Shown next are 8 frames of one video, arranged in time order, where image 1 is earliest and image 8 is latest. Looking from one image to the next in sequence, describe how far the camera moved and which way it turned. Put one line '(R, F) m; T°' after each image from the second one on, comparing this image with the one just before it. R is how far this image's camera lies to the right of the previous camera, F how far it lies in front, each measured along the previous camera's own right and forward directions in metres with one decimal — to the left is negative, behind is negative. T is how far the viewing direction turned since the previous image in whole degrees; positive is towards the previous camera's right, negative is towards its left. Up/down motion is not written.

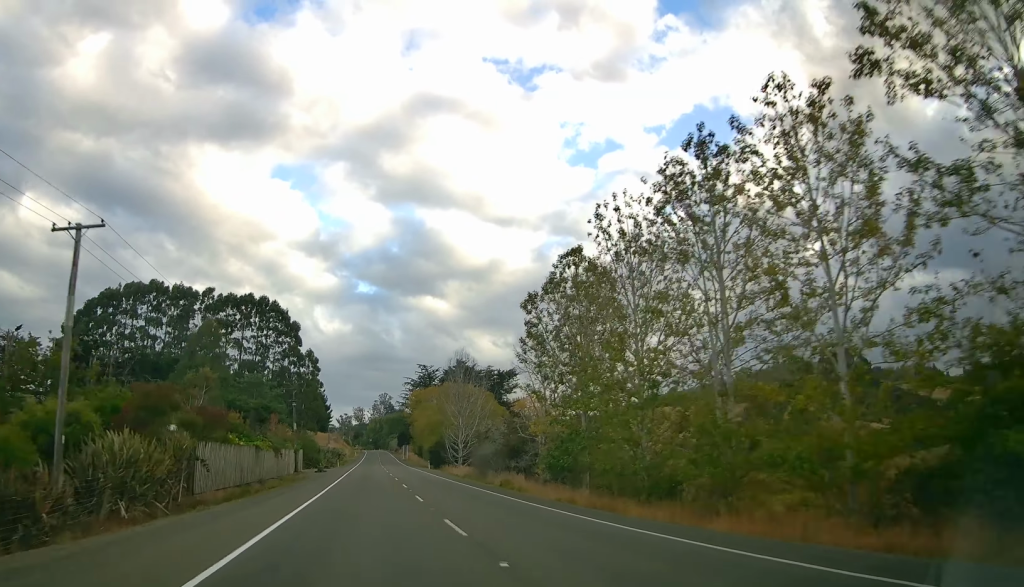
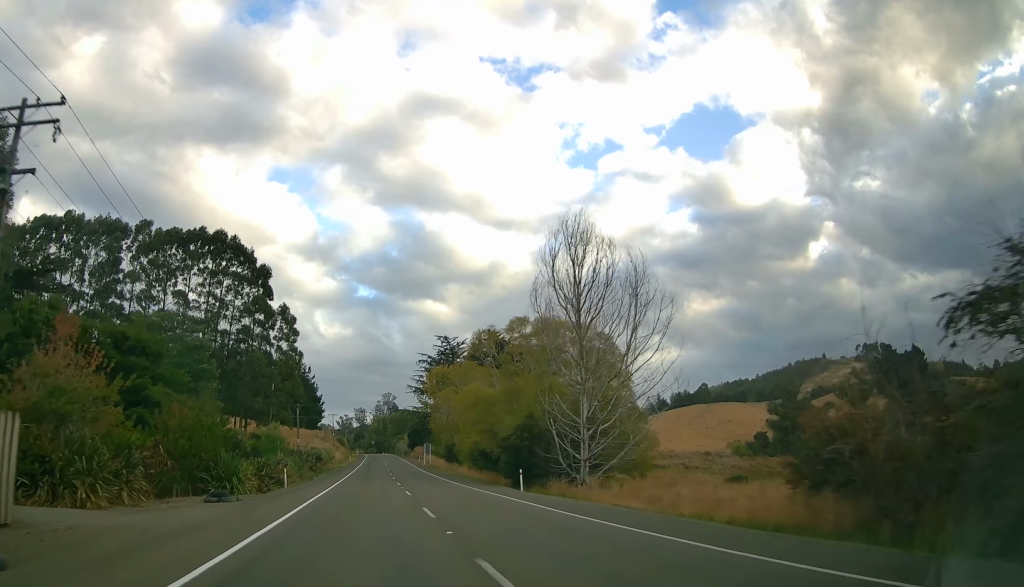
(-2.3, +56.6) m; -2°
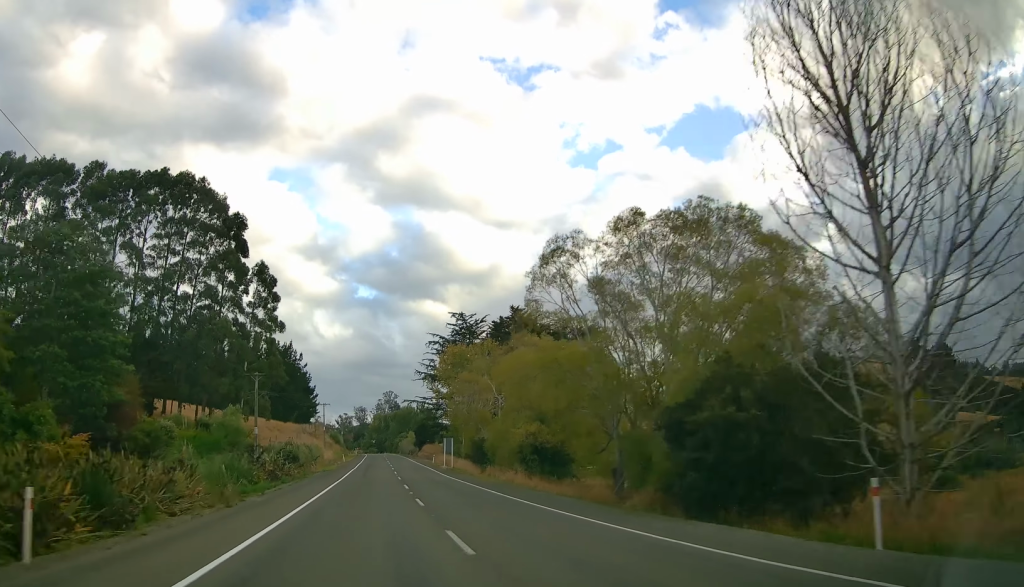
(+1.0, +26.7) m; +2°
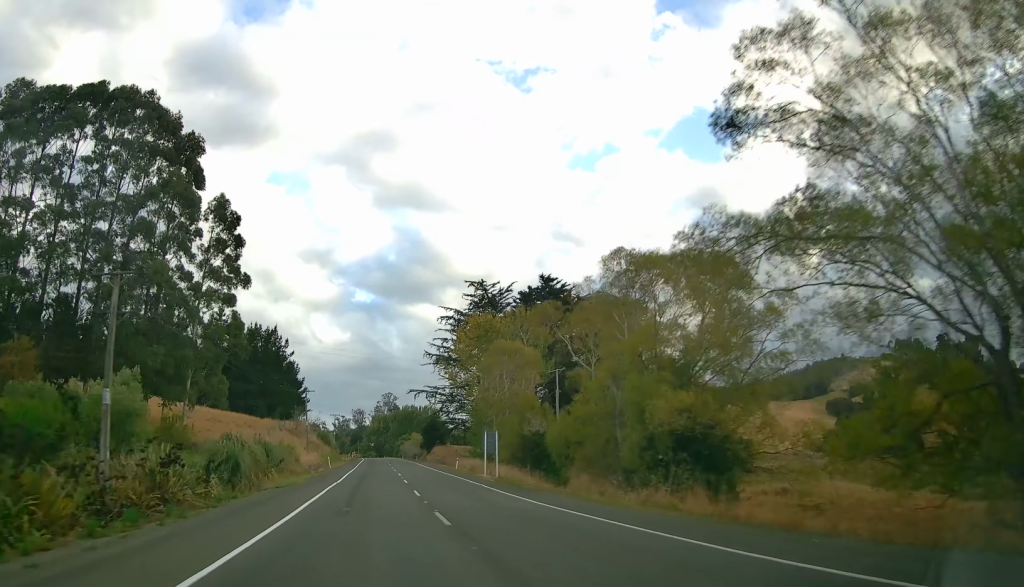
(+0.1, +26.6) m; 0°
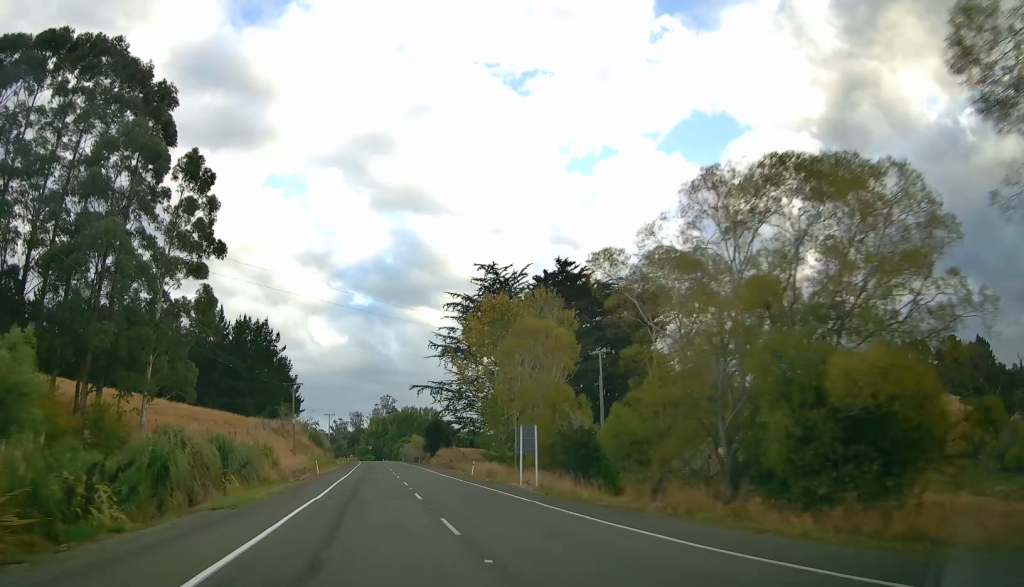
(0.0, +11.4) m; -1°
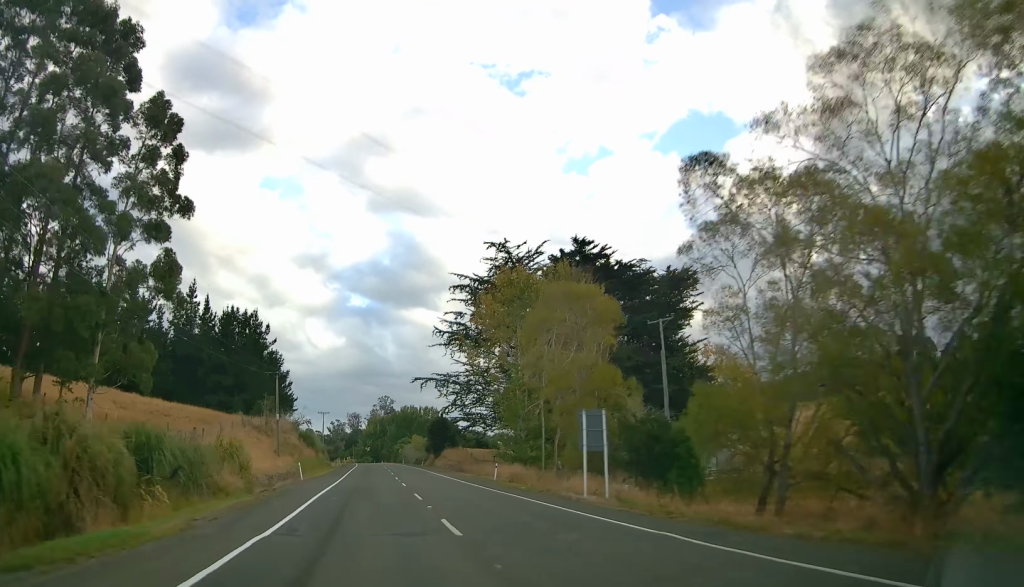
(+0.2, +10.5) m; -1°
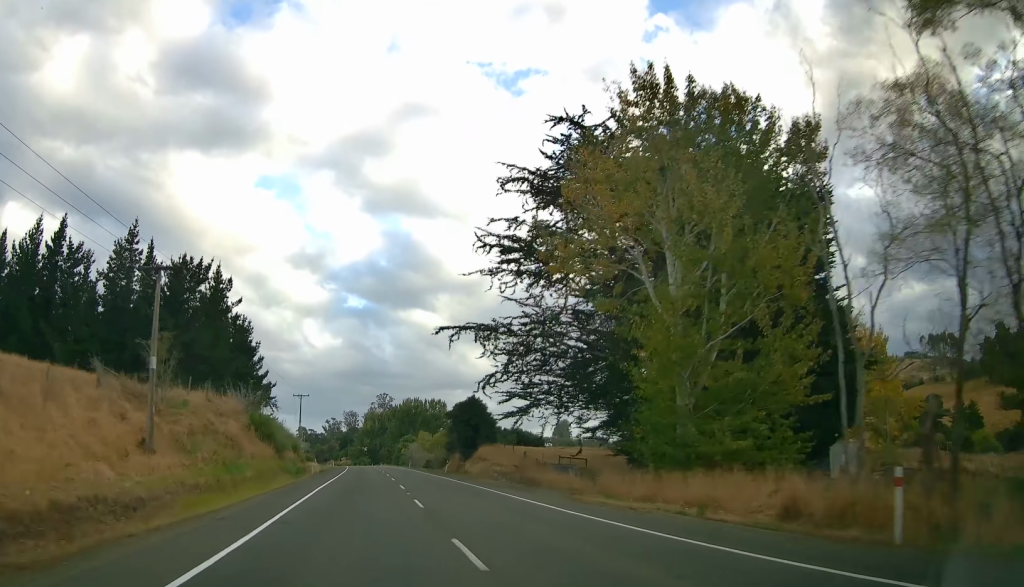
(-1.1, +33.8) m; 0°
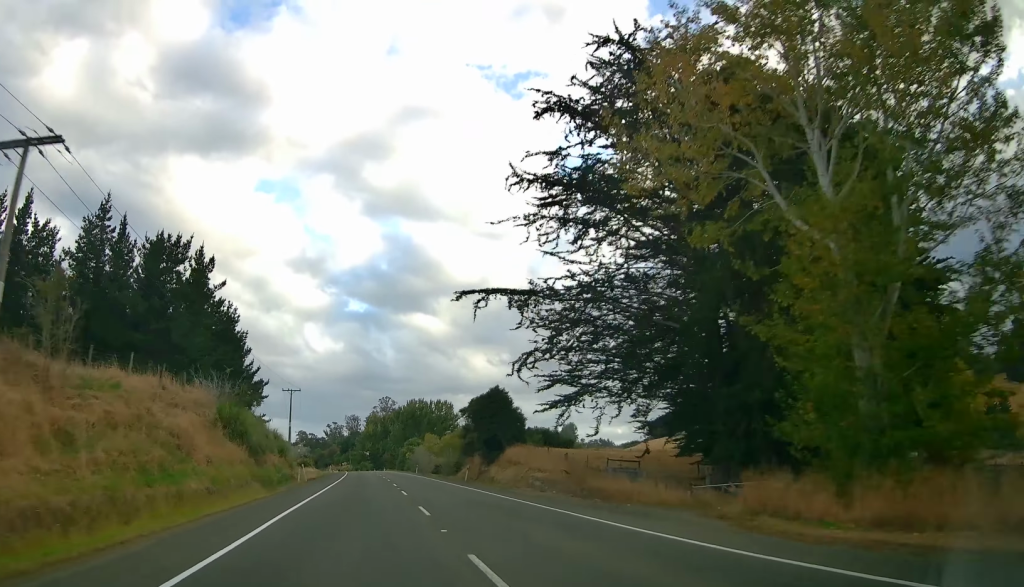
(+0.5, +12.0) m; +1°
